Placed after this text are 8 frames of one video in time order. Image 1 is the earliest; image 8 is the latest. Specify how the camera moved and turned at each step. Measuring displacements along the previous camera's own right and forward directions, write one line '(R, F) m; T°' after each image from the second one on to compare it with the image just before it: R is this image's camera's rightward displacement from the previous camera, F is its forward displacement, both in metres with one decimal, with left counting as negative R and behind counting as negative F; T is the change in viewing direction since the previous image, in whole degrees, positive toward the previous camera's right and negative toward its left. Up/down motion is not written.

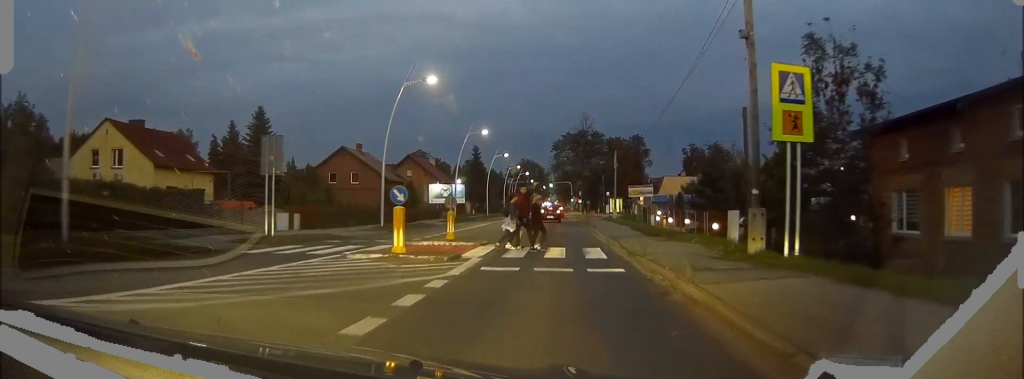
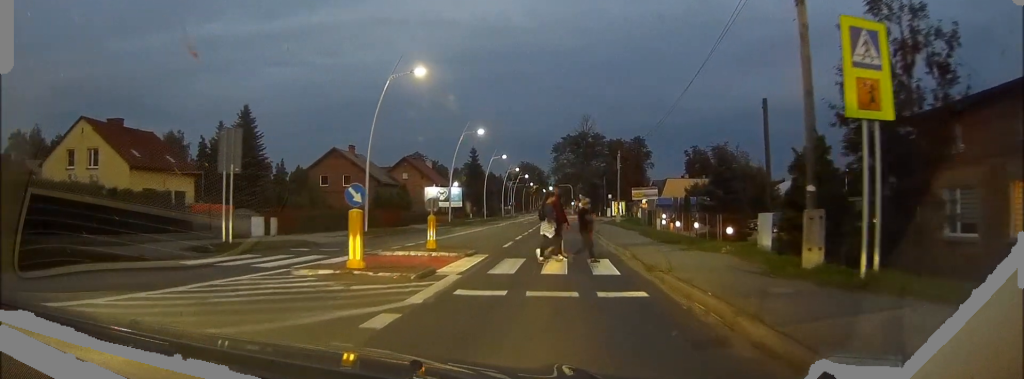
(0.0, +3.7) m; -1°
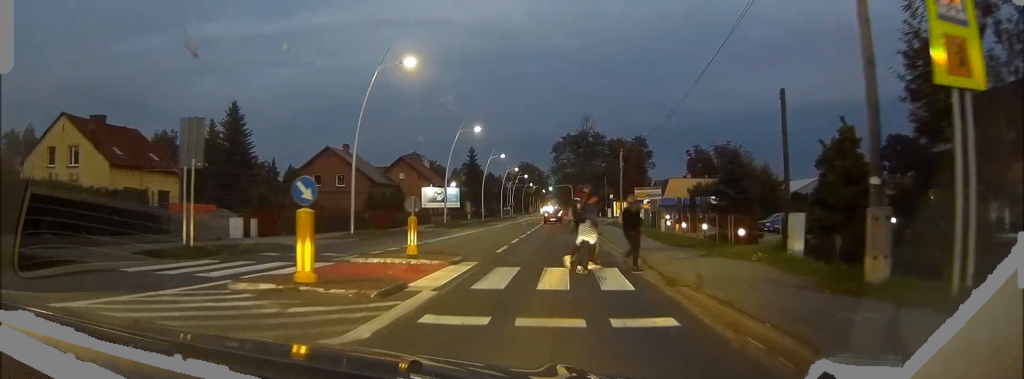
(0.0, +2.7) m; -1°
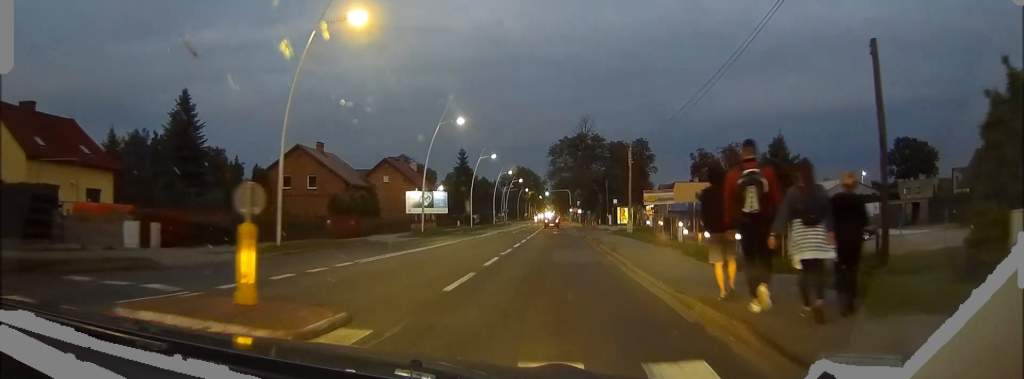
(-0.2, +9.2) m; 0°
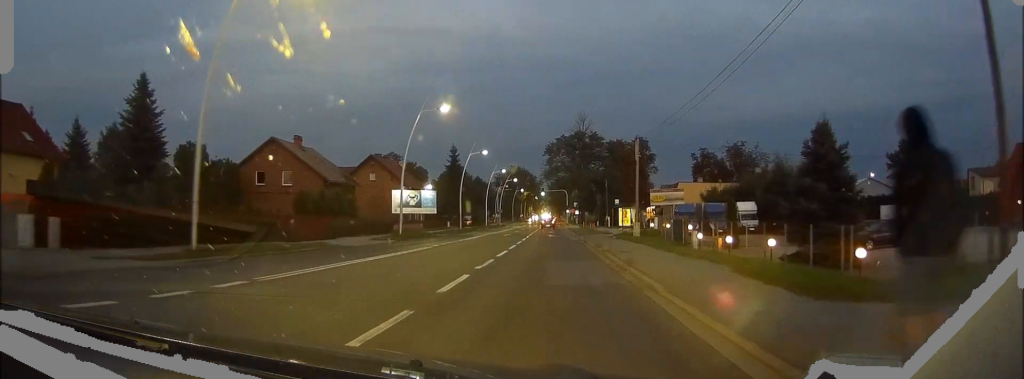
(+0.1, +6.0) m; 0°
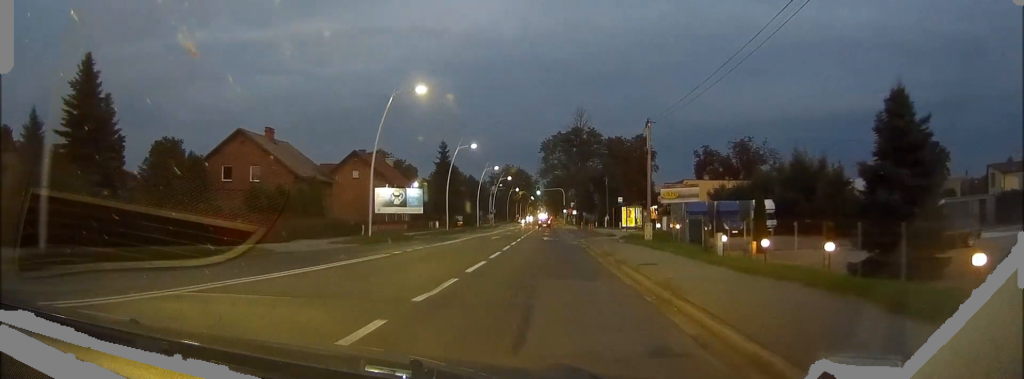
(-0.1, +6.6) m; -1°
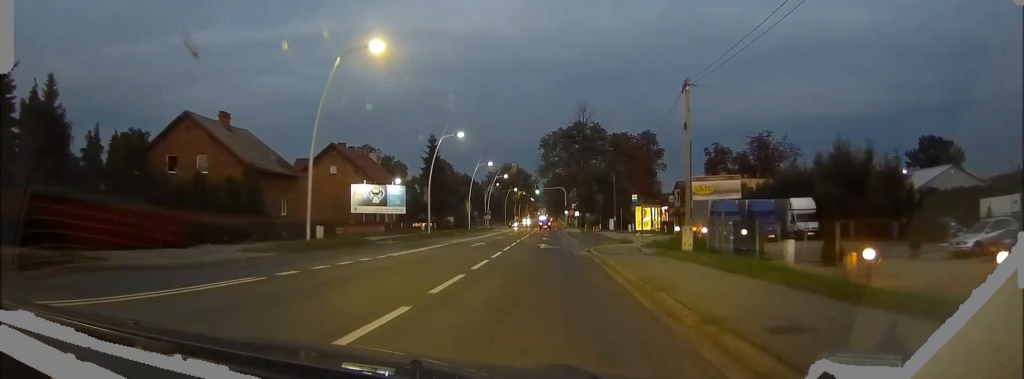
(-0.1, +9.9) m; 0°
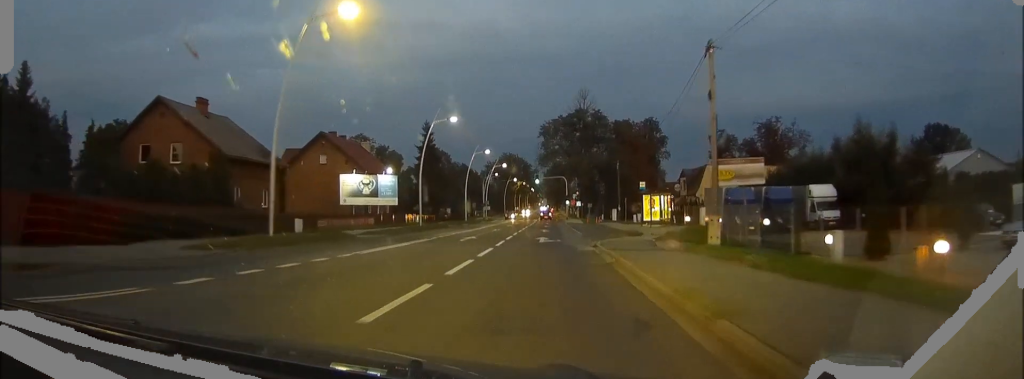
(0.0, +4.1) m; 0°
